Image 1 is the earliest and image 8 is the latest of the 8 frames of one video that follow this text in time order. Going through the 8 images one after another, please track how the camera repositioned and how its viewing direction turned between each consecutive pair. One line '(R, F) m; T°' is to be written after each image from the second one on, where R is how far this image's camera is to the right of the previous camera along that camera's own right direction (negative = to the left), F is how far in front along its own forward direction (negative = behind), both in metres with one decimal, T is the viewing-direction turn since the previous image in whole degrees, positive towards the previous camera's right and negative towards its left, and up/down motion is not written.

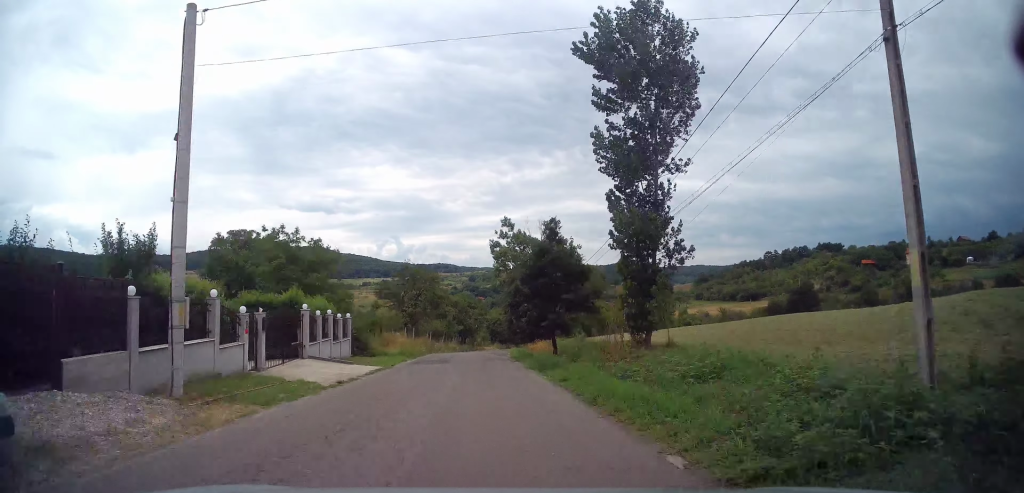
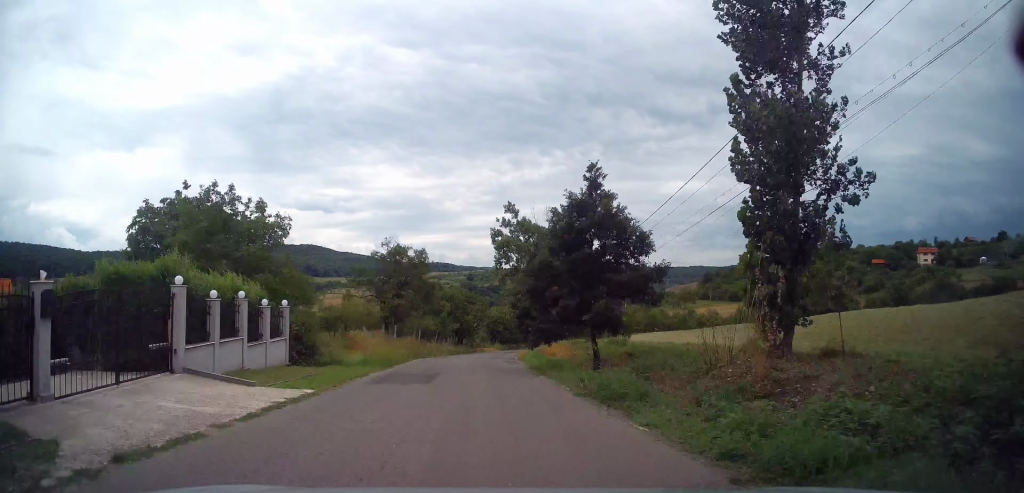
(-0.1, +9.4) m; +1°
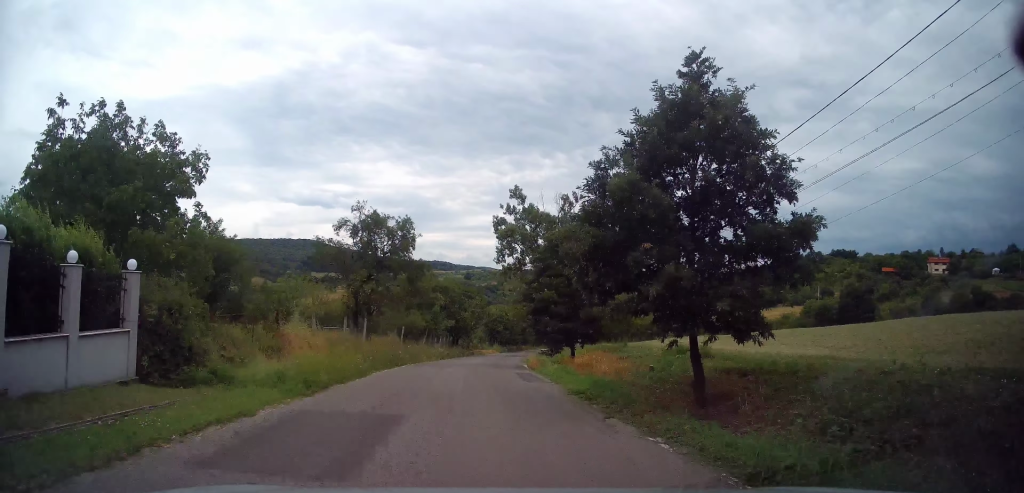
(-0.3, +8.7) m; +1°
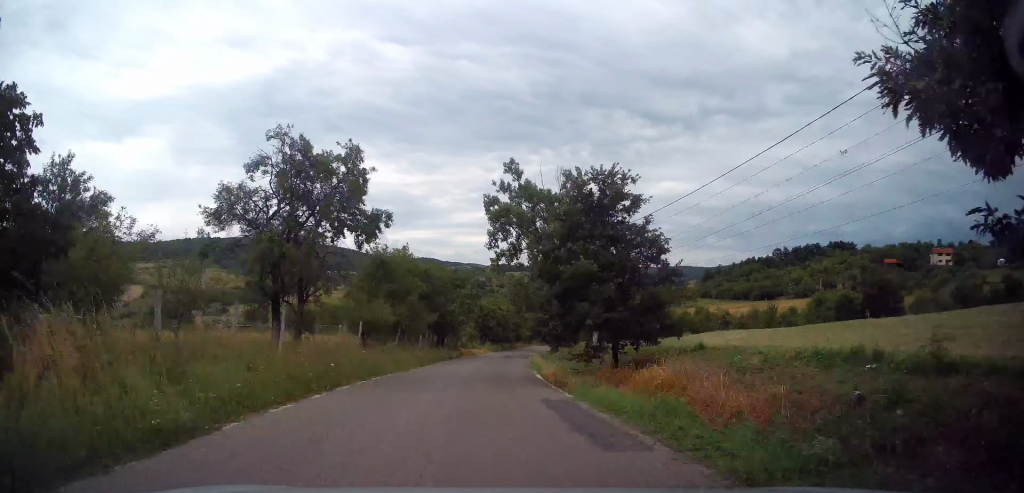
(+0.1, +9.5) m; +2°
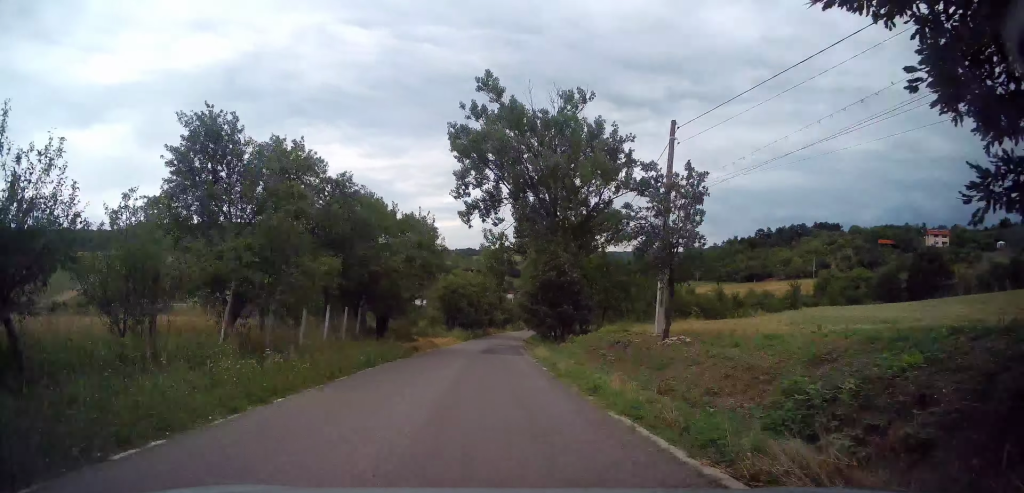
(+0.8, +17.7) m; +4°
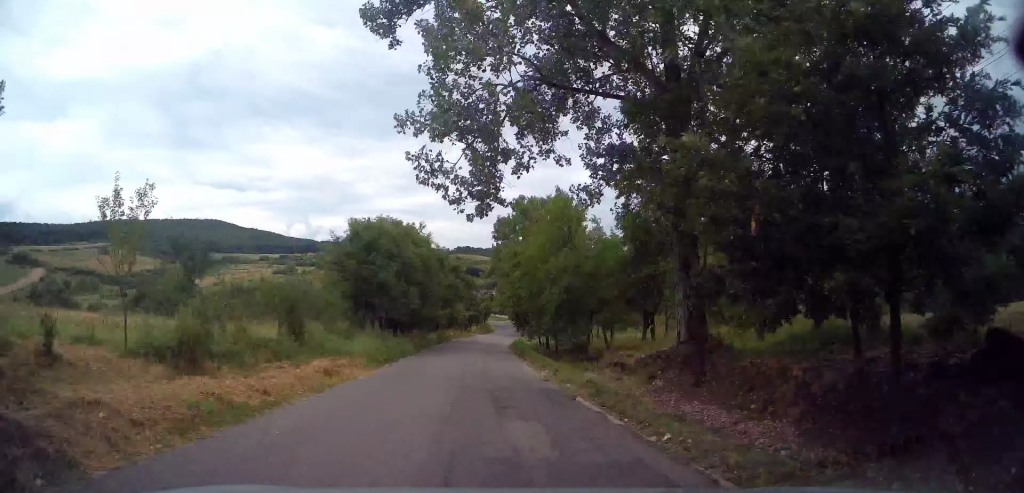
(+0.8, +30.0) m; +3°
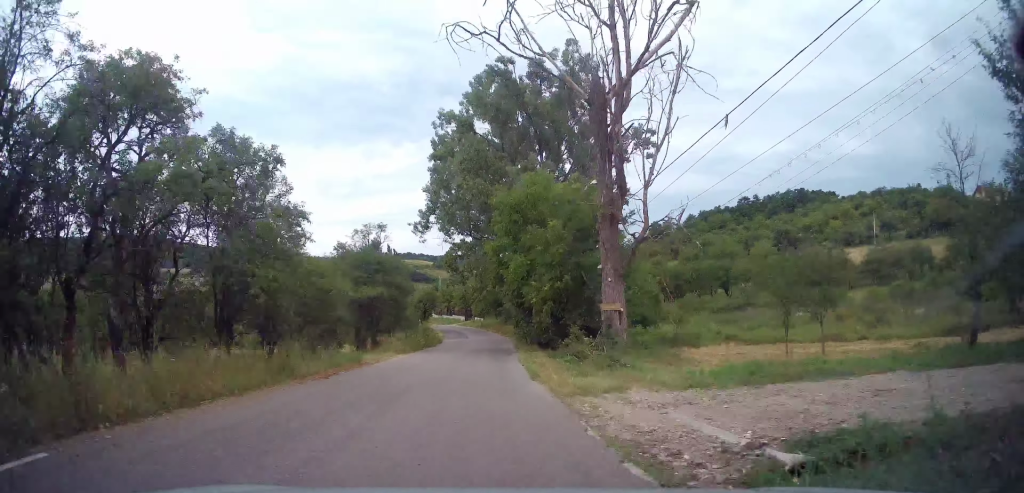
(+2.4, +48.7) m; +6°
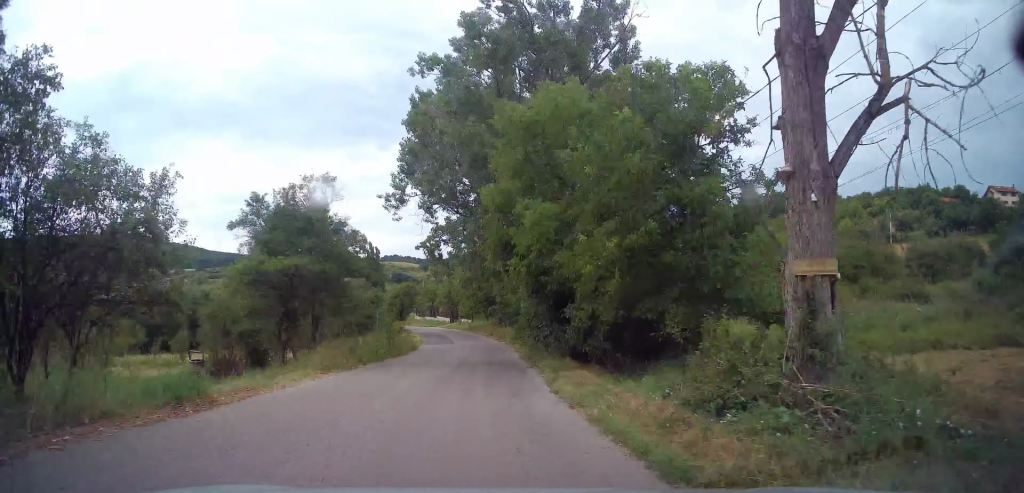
(+0.2, +11.1) m; +2°
